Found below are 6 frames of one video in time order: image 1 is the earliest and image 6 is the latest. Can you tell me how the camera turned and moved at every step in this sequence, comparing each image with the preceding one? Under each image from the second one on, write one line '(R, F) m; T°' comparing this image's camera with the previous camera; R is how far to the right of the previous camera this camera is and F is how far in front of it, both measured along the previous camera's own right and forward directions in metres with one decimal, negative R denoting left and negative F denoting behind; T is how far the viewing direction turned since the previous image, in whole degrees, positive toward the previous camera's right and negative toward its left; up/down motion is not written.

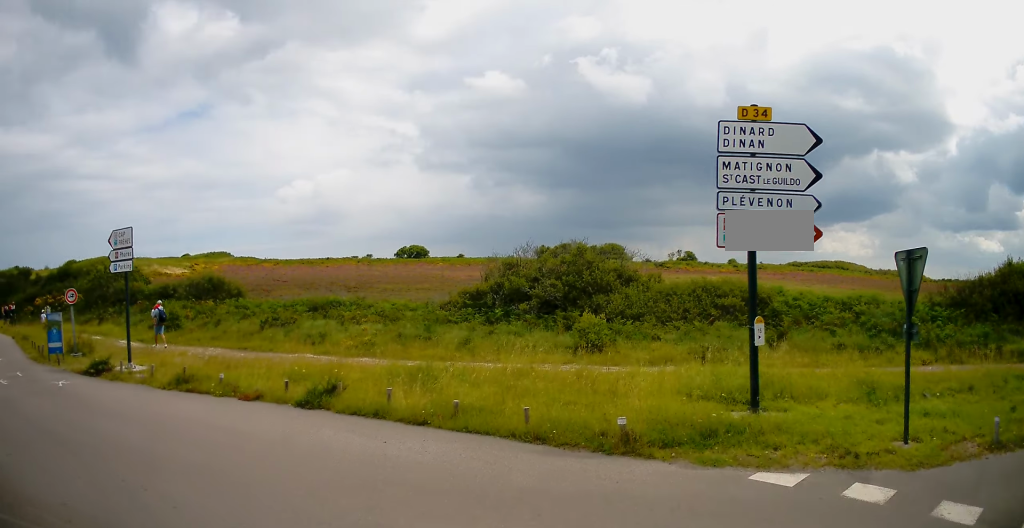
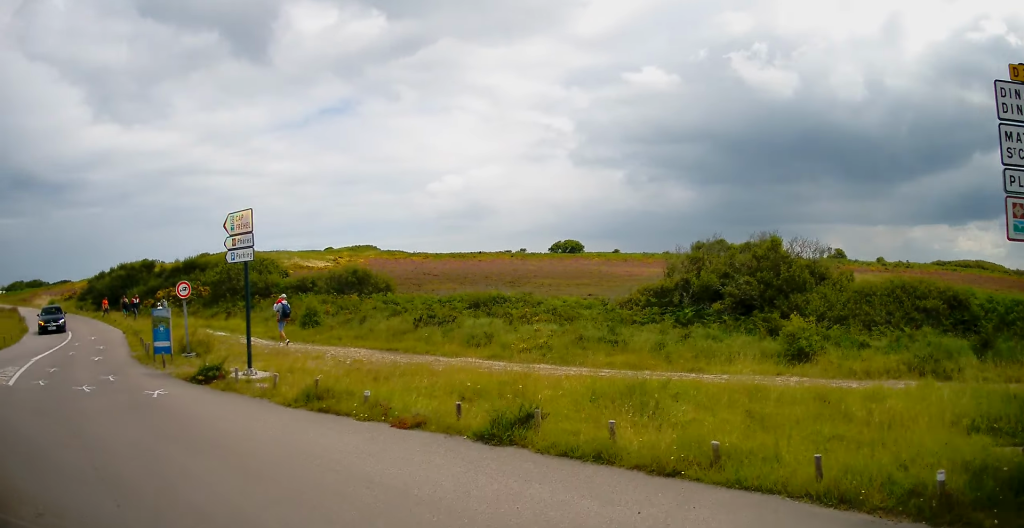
(-0.3, +2.4) m; -8°
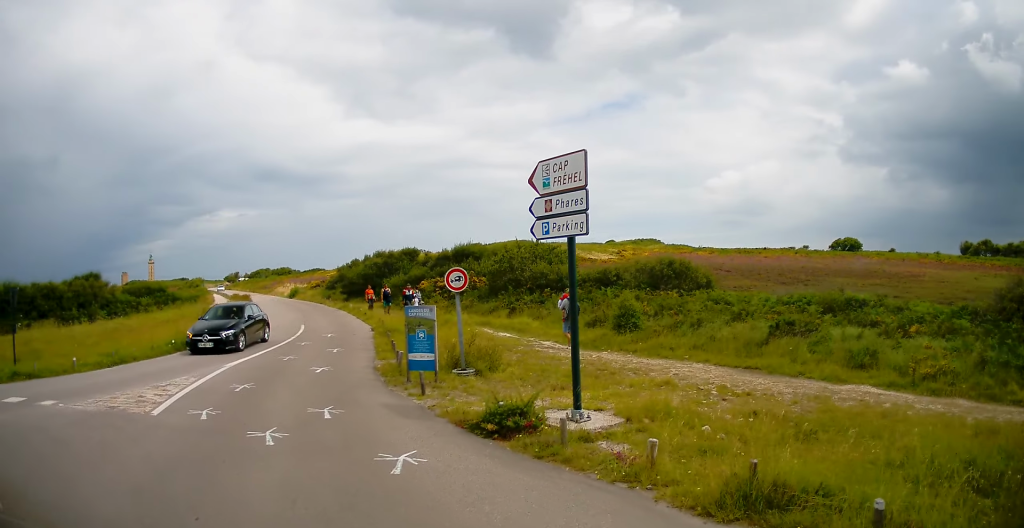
(-0.2, +4.8) m; -10°
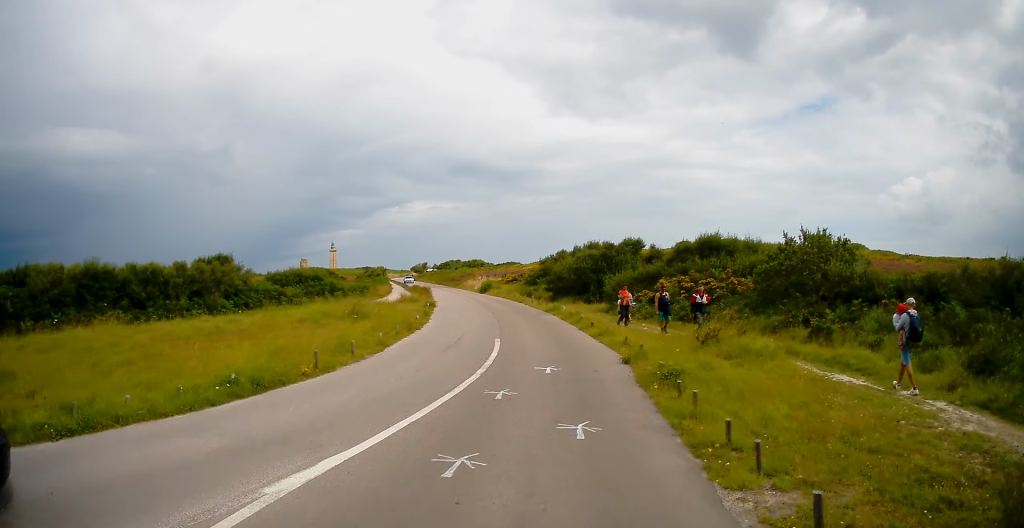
(-3.4, +8.3) m; -30°
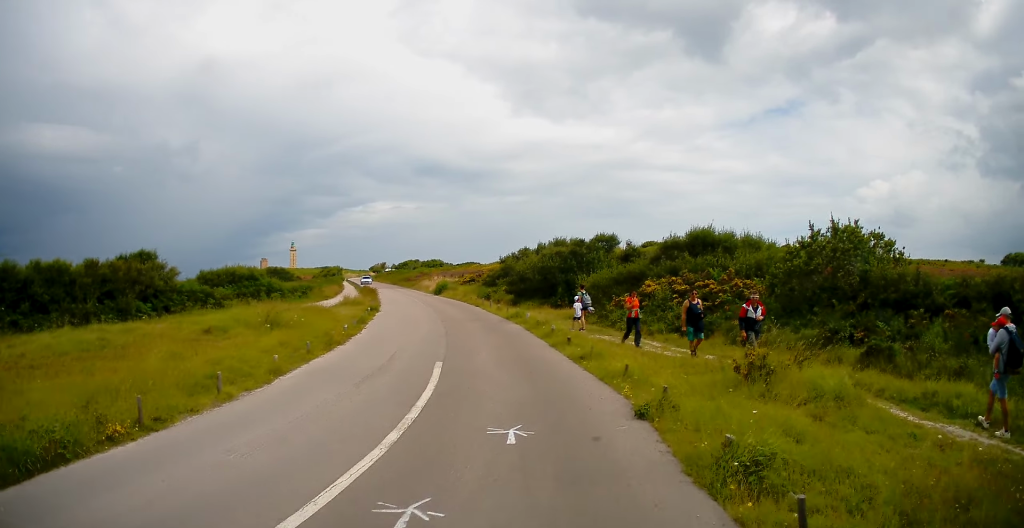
(+0.2, +5.0) m; +4°
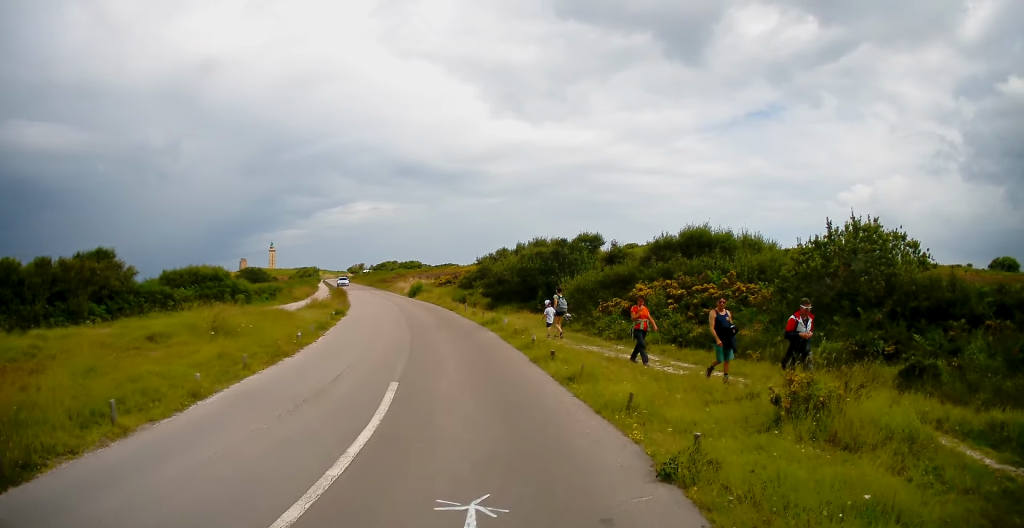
(0.0, +2.3) m; +1°
